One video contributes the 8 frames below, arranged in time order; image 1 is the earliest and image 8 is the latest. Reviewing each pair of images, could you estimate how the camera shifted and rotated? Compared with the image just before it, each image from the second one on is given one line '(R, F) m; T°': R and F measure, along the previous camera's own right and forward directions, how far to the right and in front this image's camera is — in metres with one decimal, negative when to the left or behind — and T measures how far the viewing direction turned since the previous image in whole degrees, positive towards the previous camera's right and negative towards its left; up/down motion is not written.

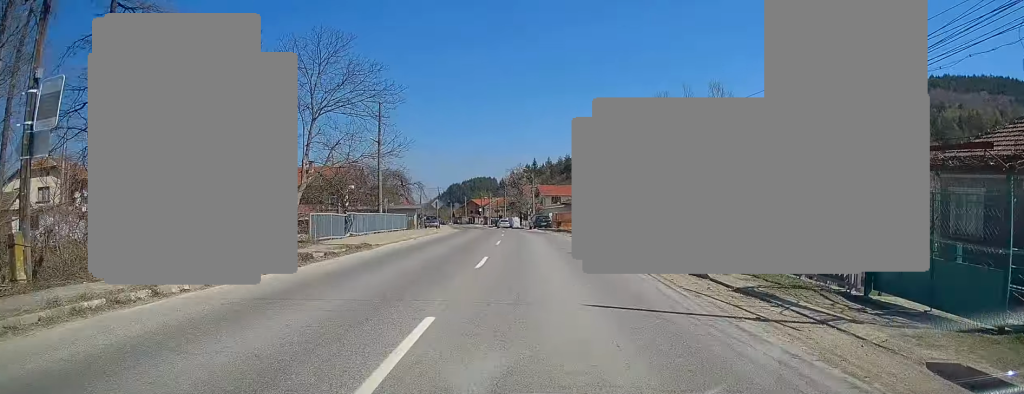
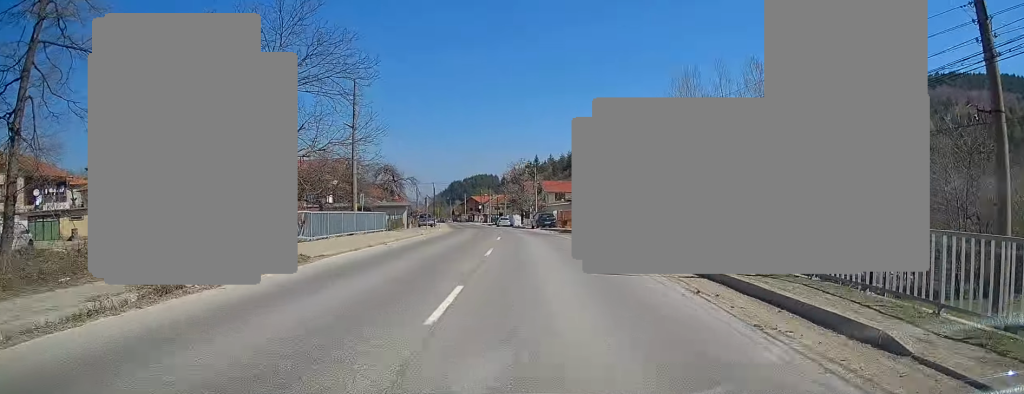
(0.0, +6.3) m; -1°
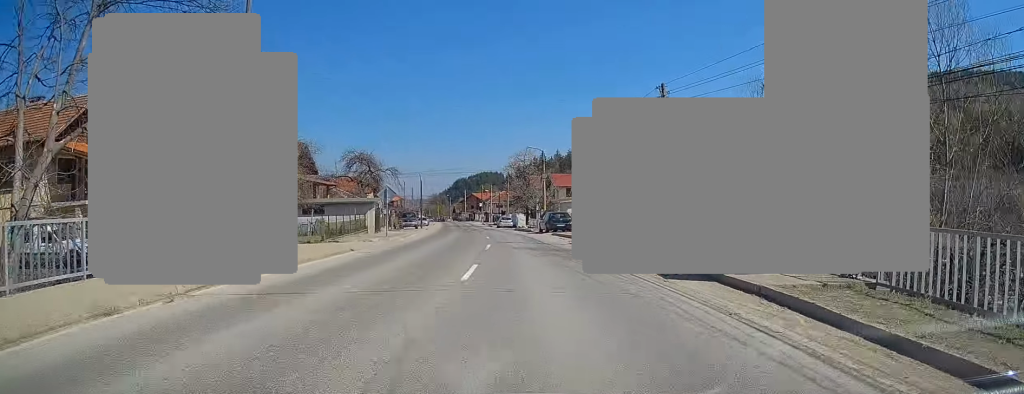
(-0.2, +14.4) m; -1°
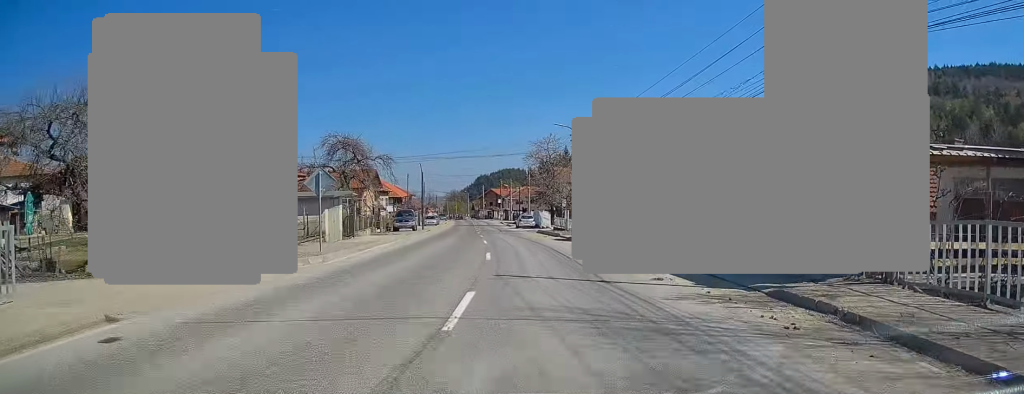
(-0.1, +13.0) m; -1°
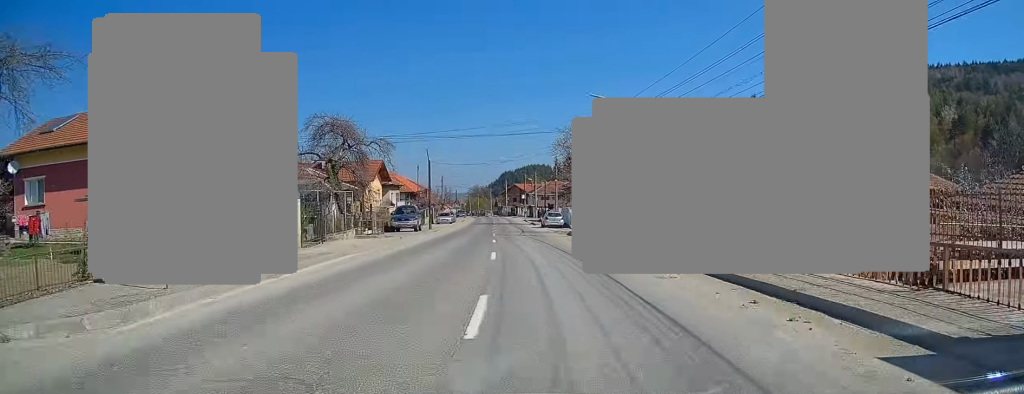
(-0.1, +9.5) m; -1°
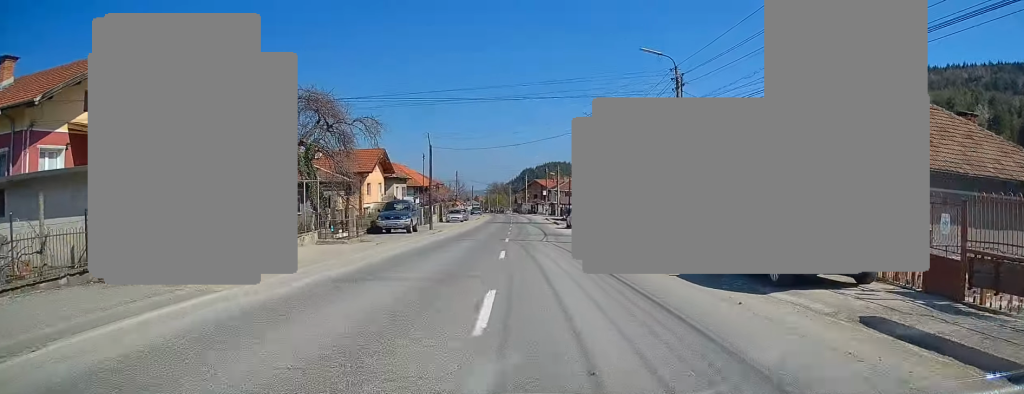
(-0.1, +9.0) m; -1°
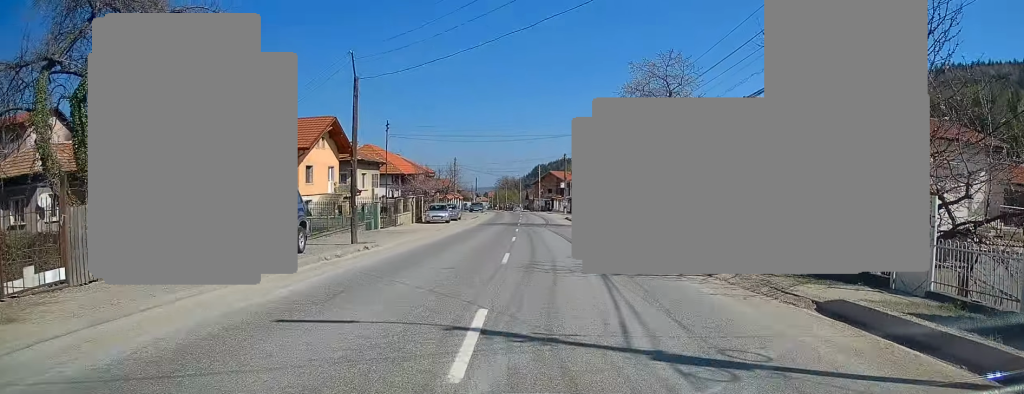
(-0.5, +19.6) m; -2°
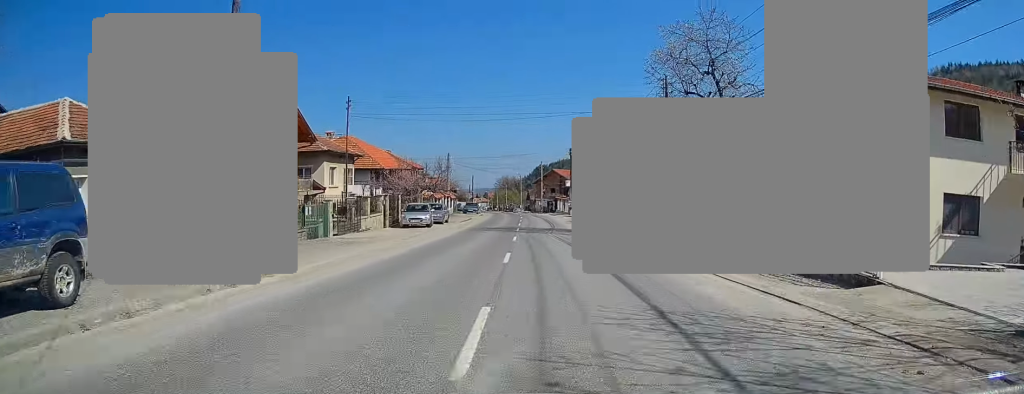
(0.0, +8.8) m; 0°
